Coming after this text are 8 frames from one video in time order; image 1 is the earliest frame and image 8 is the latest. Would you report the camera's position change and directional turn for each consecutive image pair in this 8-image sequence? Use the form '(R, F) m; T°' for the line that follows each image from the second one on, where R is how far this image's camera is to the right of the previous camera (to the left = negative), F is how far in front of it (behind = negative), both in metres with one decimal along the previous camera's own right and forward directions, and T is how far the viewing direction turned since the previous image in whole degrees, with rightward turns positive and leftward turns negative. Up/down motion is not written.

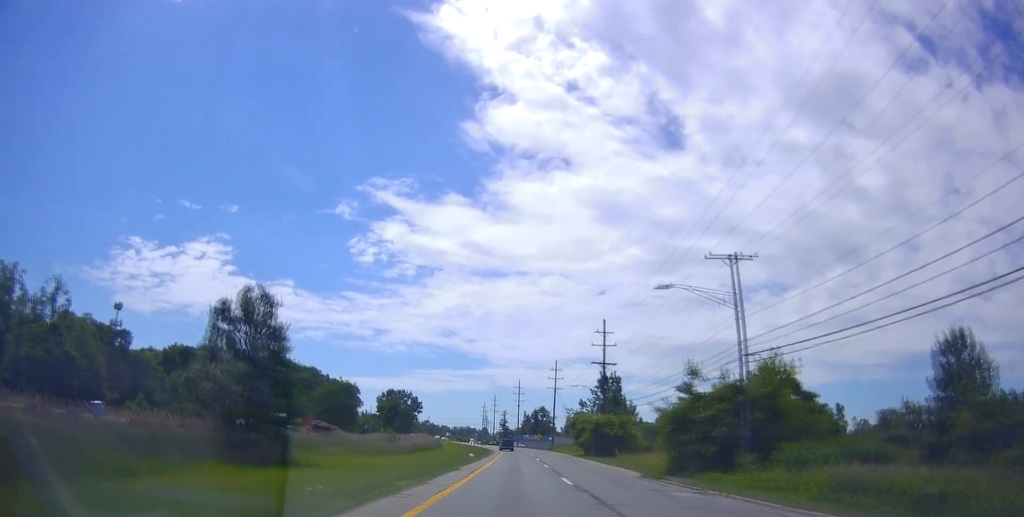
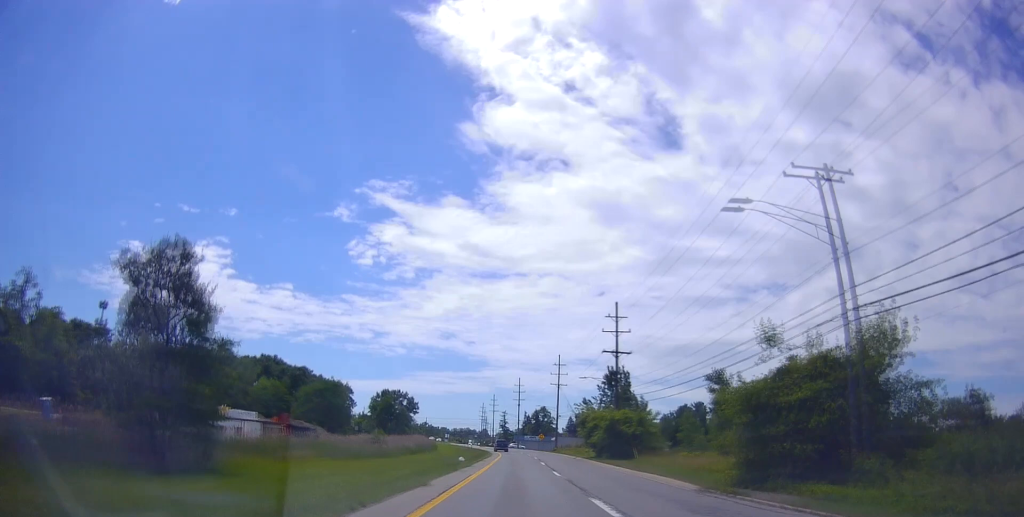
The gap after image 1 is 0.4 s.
(+0.2, +9.4) m; 0°
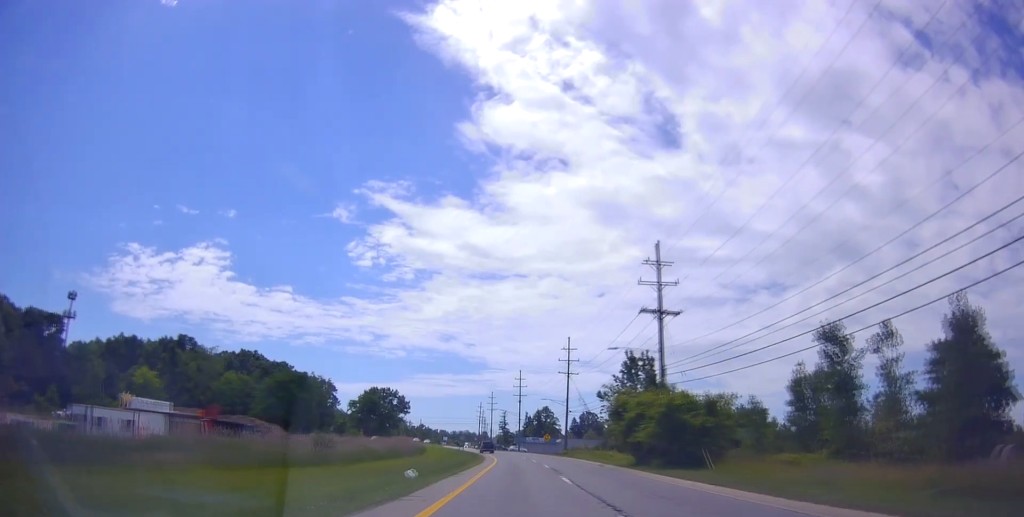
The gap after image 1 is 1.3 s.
(-0.2, +19.6) m; 0°
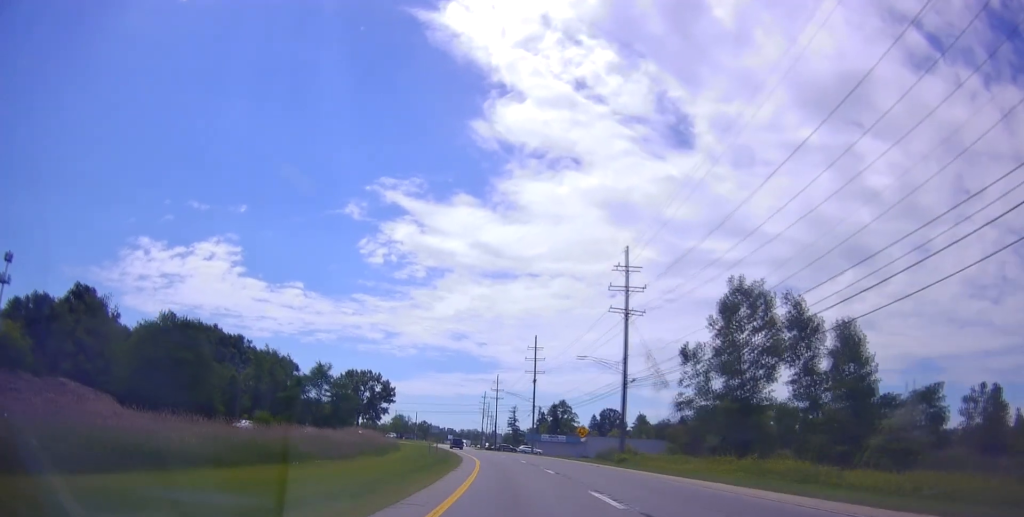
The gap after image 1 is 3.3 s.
(0.0, +41.7) m; -1°
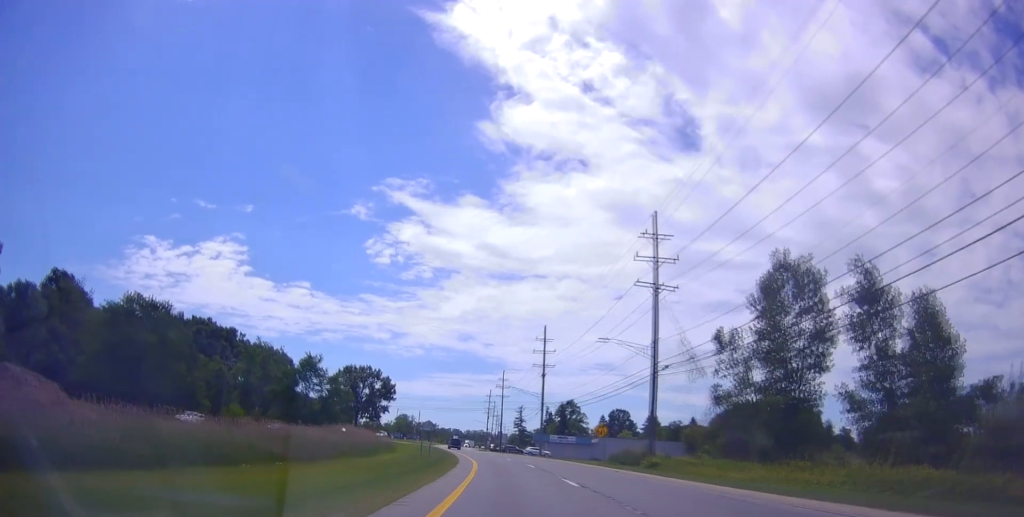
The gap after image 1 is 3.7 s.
(-0.3, +8.5) m; 0°
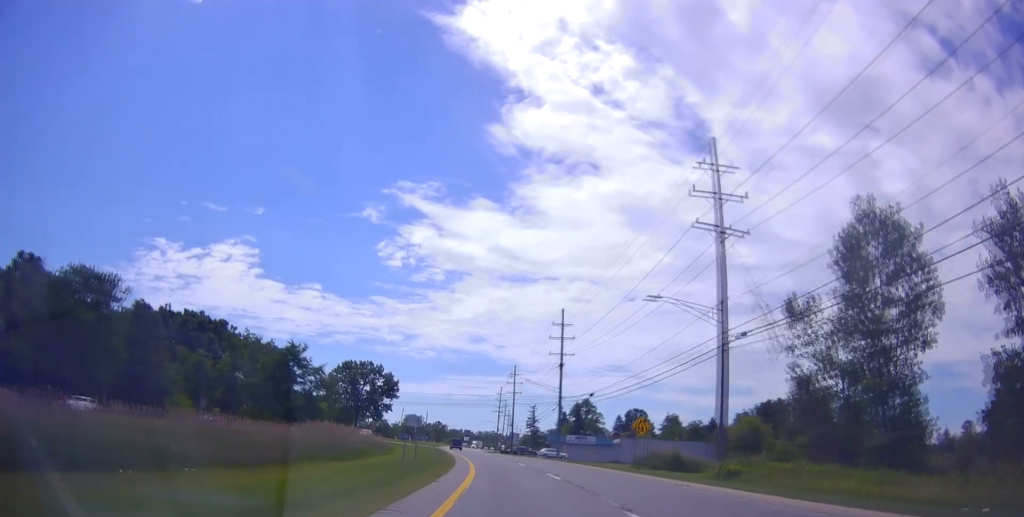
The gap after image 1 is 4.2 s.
(0.0, +11.9) m; -1°
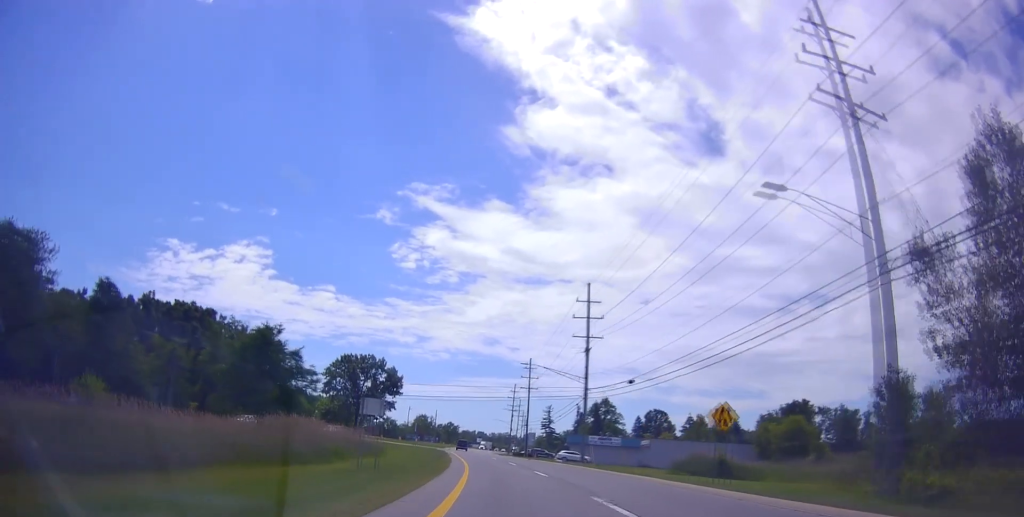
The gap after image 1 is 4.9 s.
(+0.4, +13.2) m; -2°
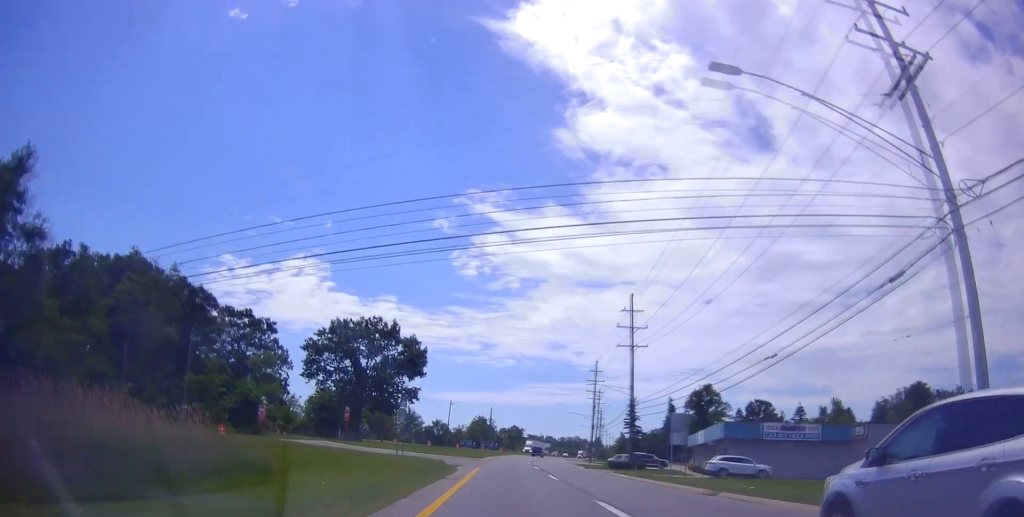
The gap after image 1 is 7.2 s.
(-2.6, +47.3) m; -5°
